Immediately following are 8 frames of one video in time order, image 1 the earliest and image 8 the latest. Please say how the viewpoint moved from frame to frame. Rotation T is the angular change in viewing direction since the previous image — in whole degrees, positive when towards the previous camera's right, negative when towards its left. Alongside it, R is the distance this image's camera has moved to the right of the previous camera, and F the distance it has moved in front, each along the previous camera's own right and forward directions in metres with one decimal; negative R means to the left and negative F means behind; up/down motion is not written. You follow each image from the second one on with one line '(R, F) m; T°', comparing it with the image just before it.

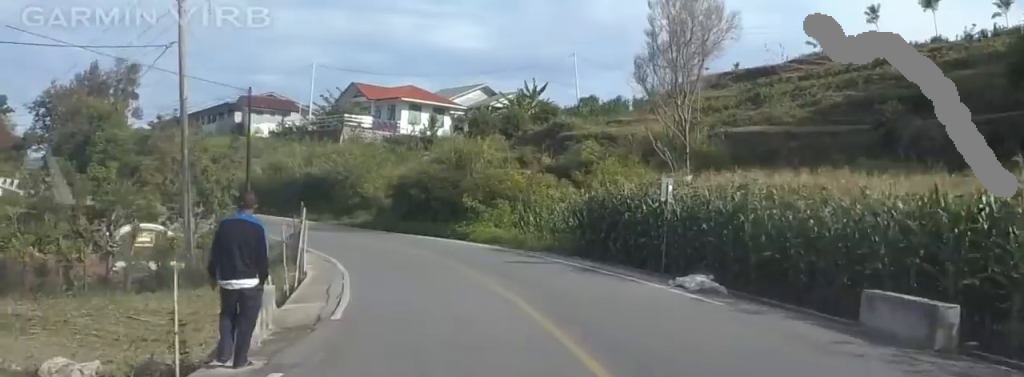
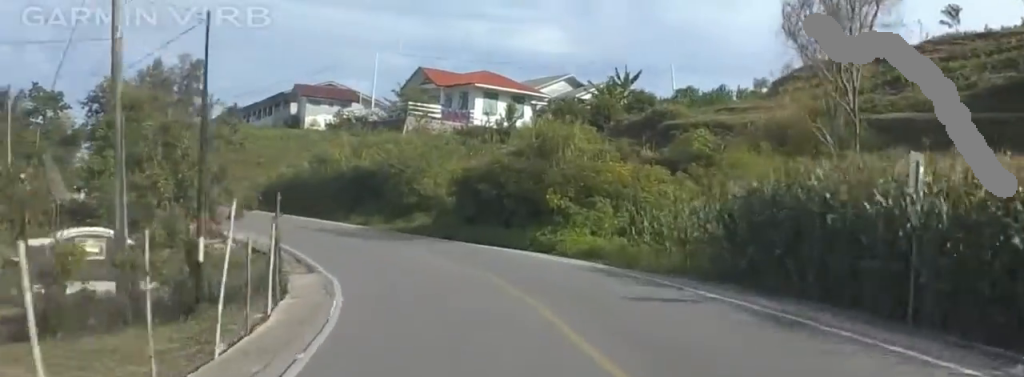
(-2.0, +10.2) m; -14°
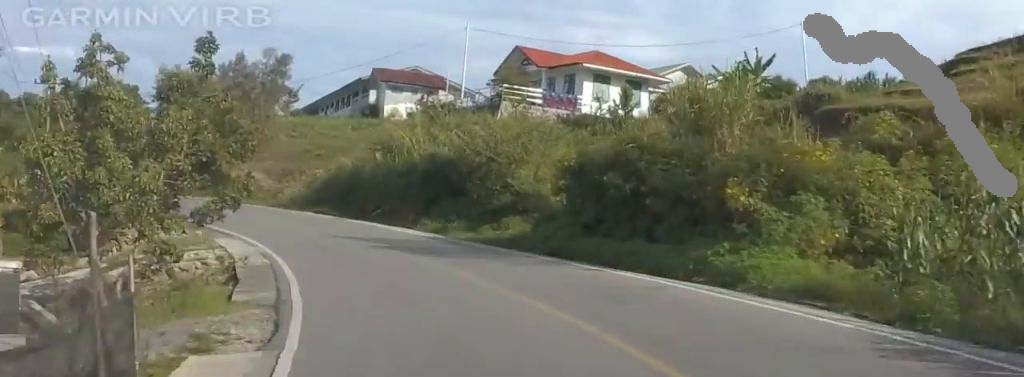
(-1.5, +10.6) m; -10°
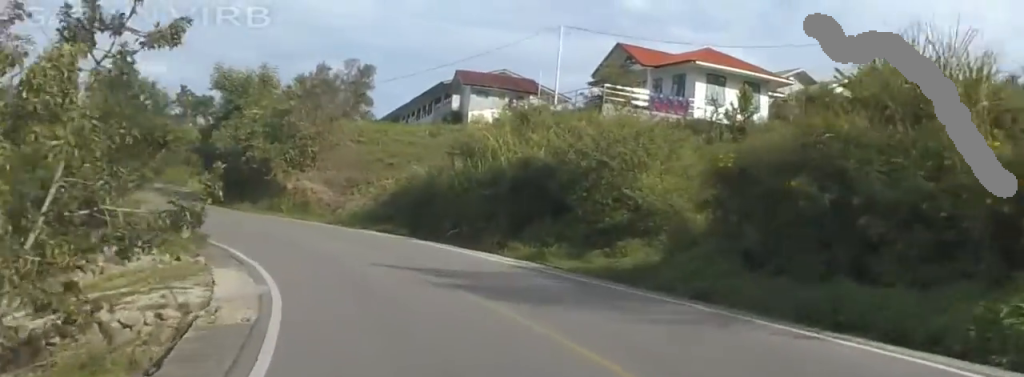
(-0.4, +6.9) m; -4°
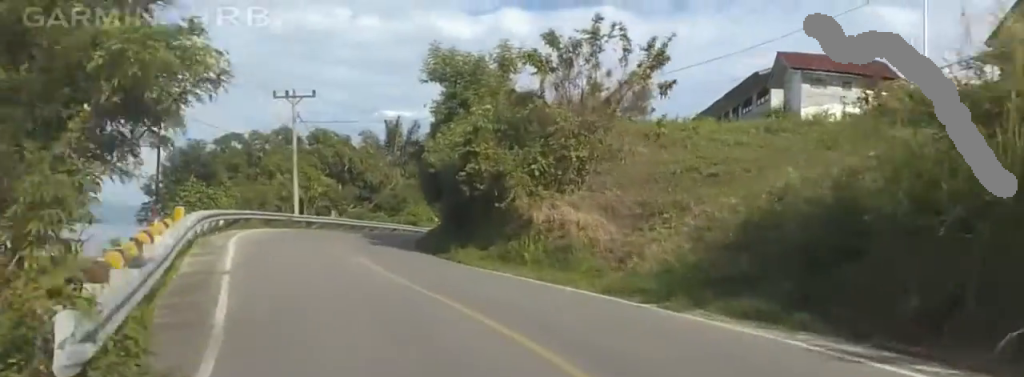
(-0.2, +17.5) m; -4°
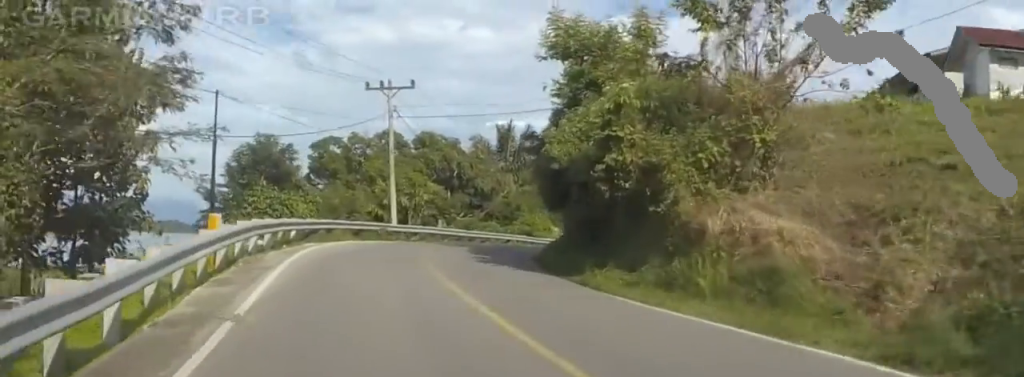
(+0.3, +6.9) m; -4°
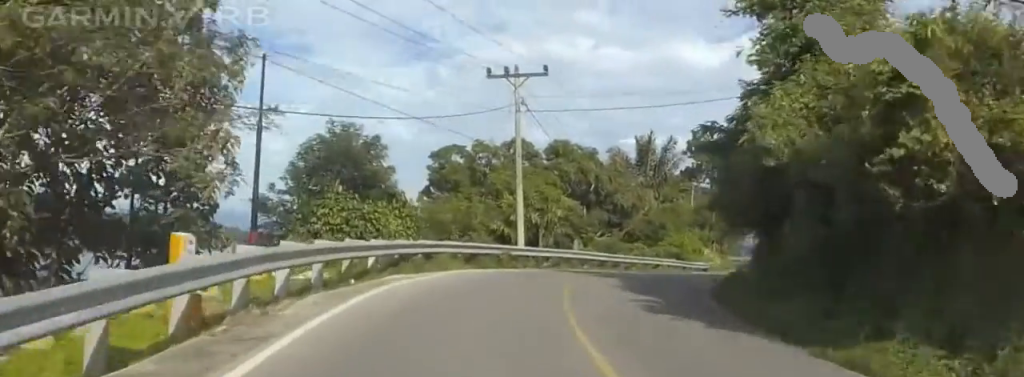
(-1.0, +8.9) m; -3°
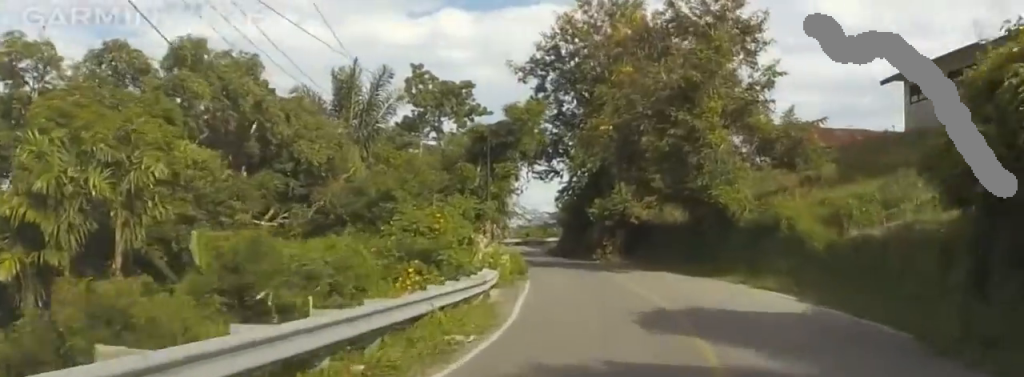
(+1.3, +34.5) m; +5°
